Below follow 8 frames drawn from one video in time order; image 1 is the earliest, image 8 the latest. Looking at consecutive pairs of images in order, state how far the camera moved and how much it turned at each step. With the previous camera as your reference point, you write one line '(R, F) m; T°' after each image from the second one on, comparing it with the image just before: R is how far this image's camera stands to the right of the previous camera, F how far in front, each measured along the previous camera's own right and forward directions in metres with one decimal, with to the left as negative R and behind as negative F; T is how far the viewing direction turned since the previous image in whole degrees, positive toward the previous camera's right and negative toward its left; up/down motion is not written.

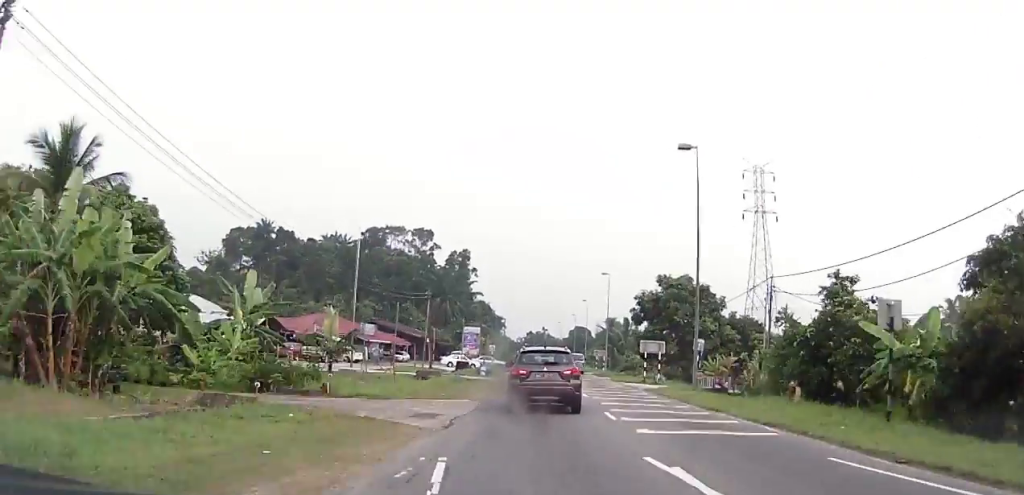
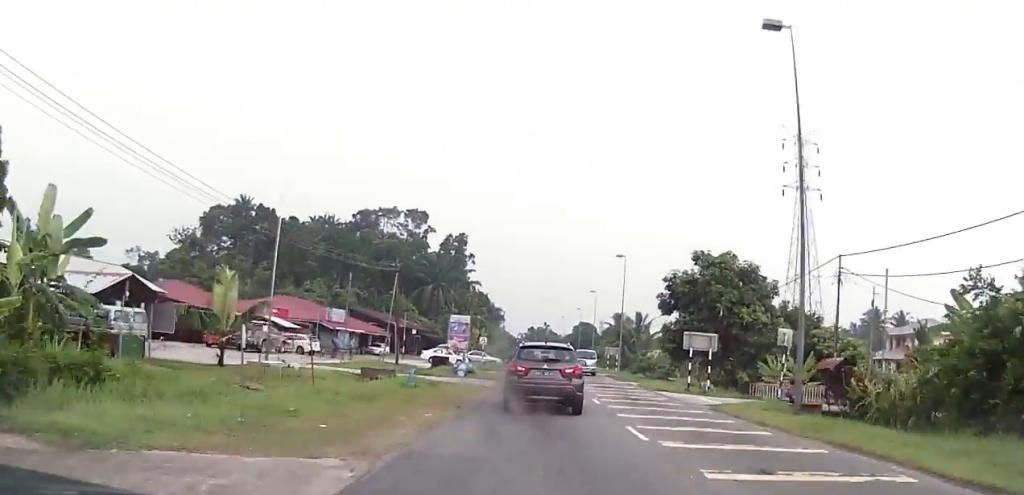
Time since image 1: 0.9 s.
(-0.1, +13.6) m; -1°
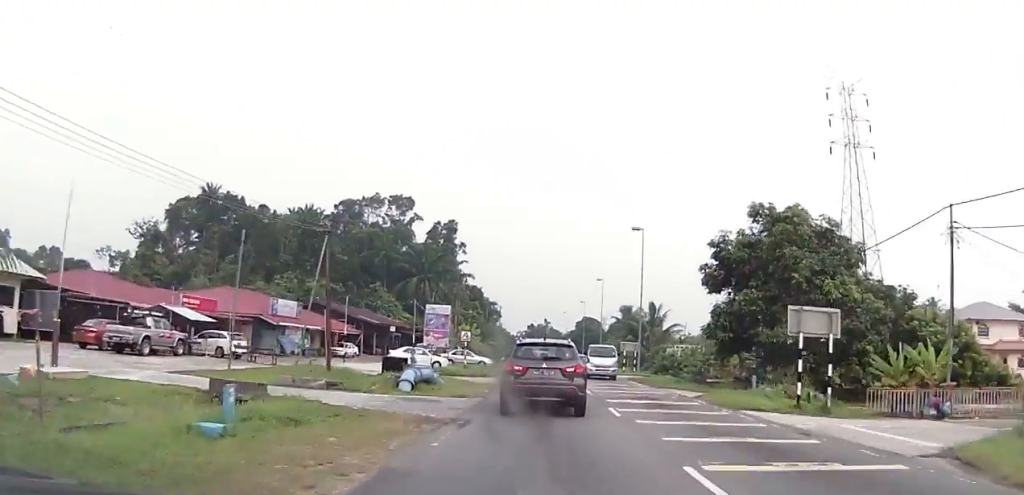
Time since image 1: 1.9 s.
(-0.3, +14.5) m; 0°
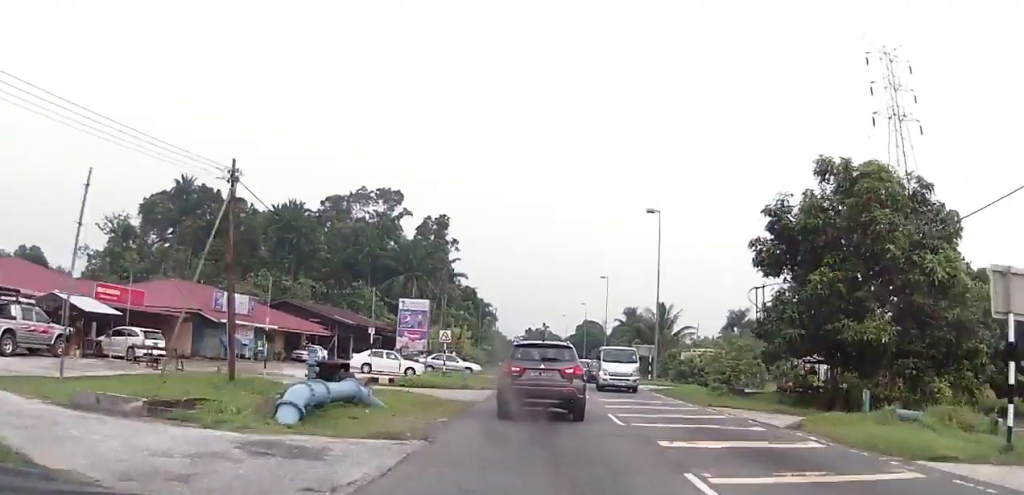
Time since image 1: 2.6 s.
(+0.1, +9.8) m; +1°
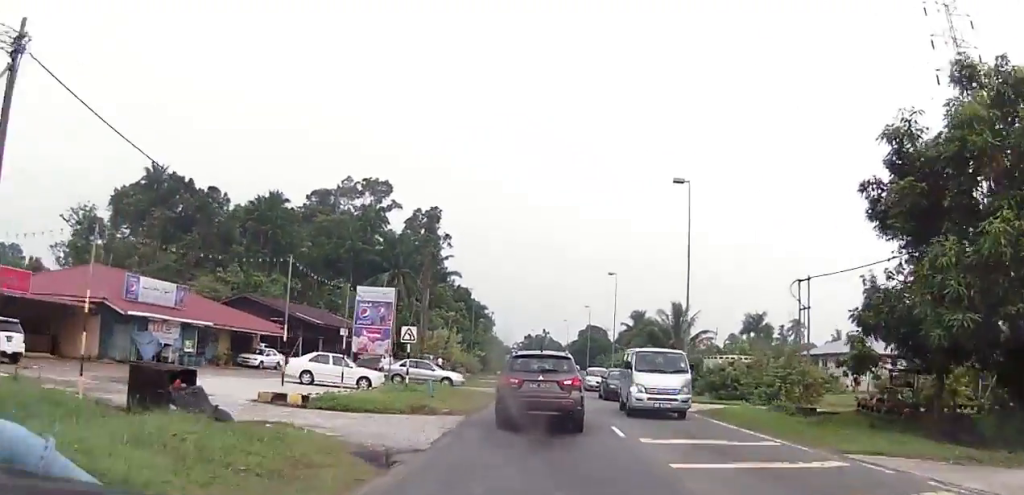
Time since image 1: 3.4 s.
(+0.2, +10.7) m; +1°
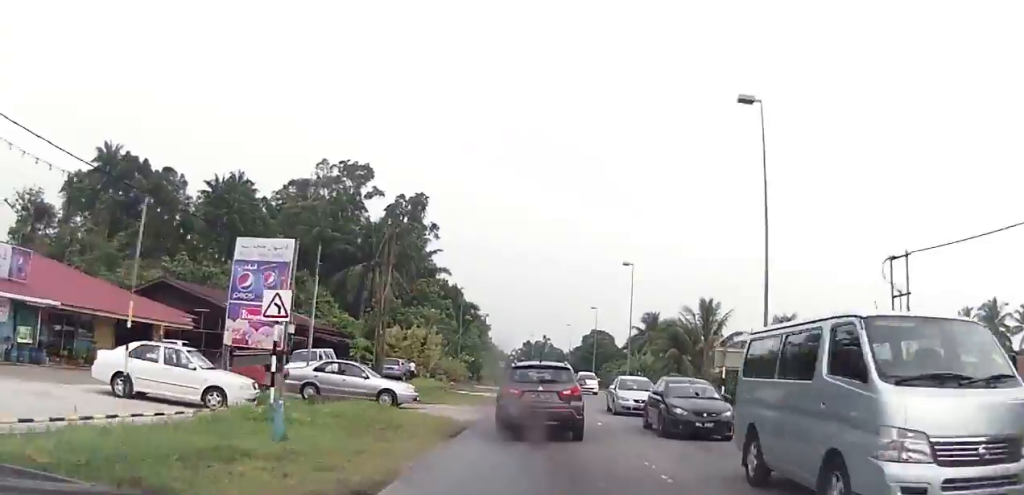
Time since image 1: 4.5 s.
(-0.1, +14.0) m; -3°
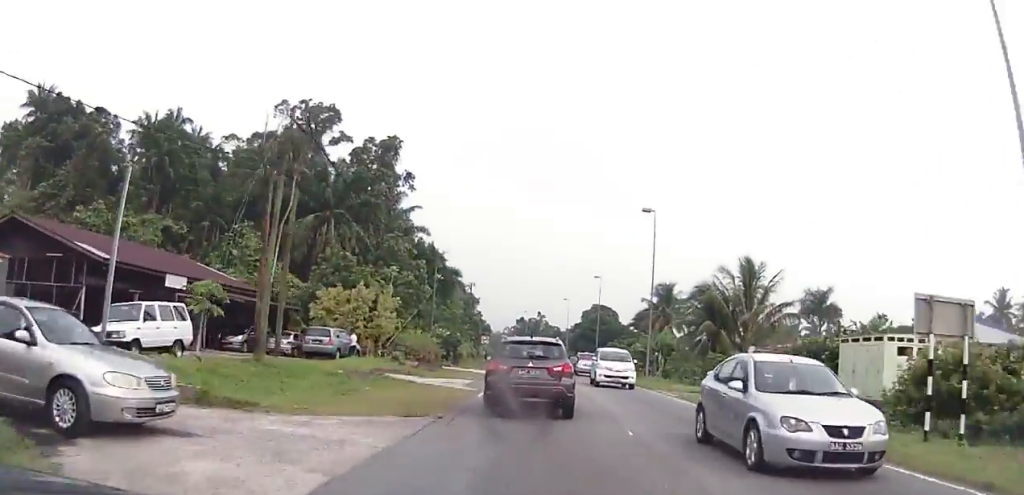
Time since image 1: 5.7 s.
(-0.6, +14.9) m; -1°
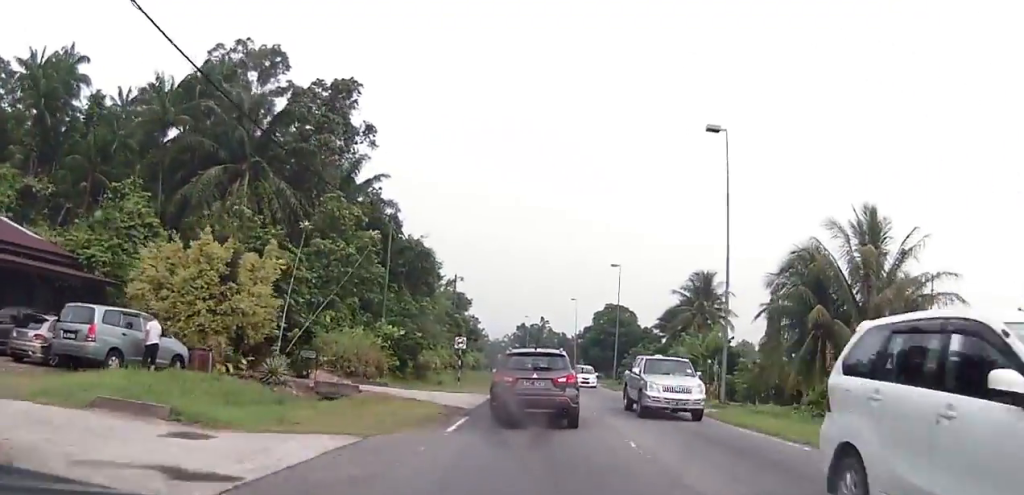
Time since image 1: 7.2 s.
(+0.7, +19.8) m; +4°
